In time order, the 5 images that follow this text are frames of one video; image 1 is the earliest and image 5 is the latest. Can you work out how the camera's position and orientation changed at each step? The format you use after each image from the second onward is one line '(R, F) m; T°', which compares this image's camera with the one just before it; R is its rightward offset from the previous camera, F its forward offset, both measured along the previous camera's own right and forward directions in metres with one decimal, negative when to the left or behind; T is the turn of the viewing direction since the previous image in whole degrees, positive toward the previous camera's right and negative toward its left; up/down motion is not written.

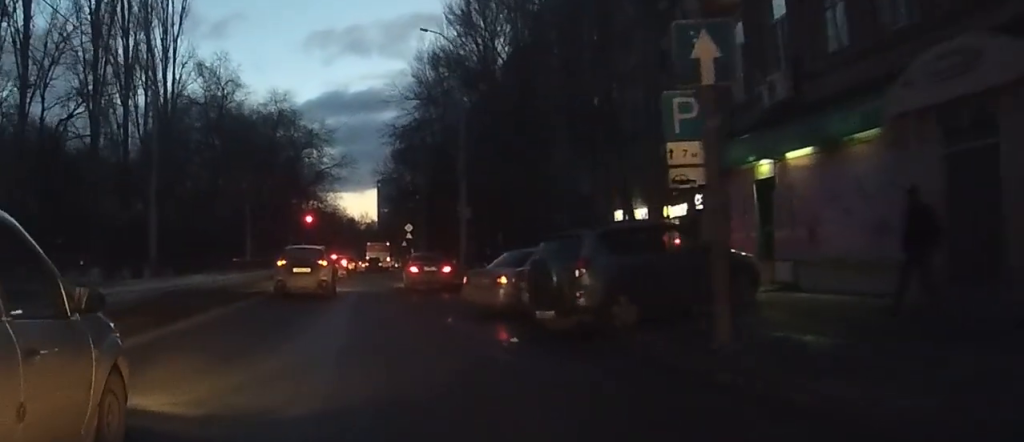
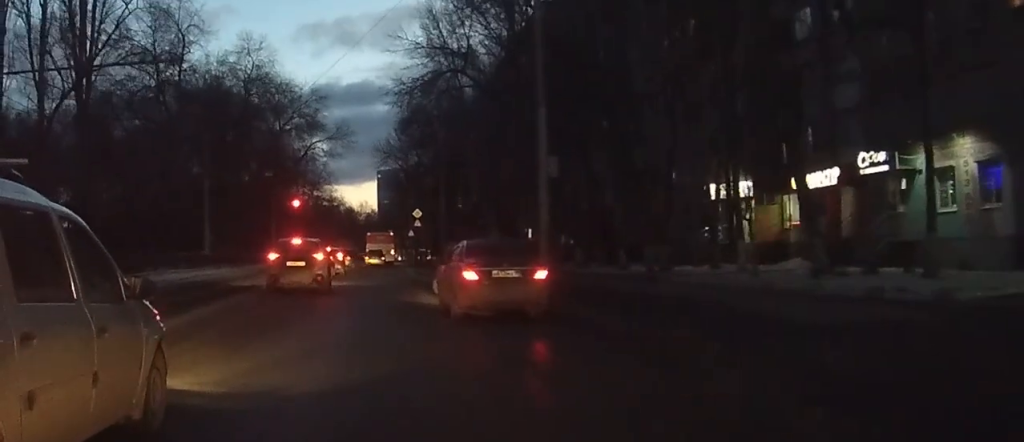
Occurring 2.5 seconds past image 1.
(0.0, +17.1) m; 0°
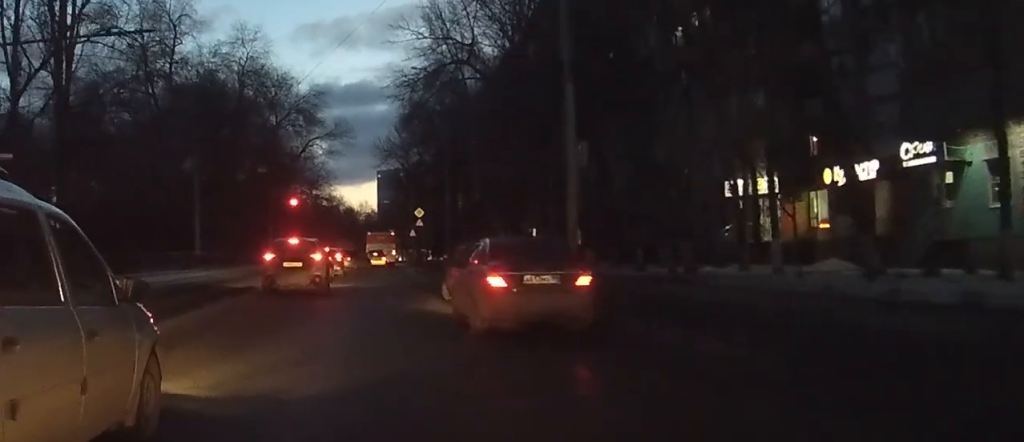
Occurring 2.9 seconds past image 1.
(0.0, +2.8) m; 0°
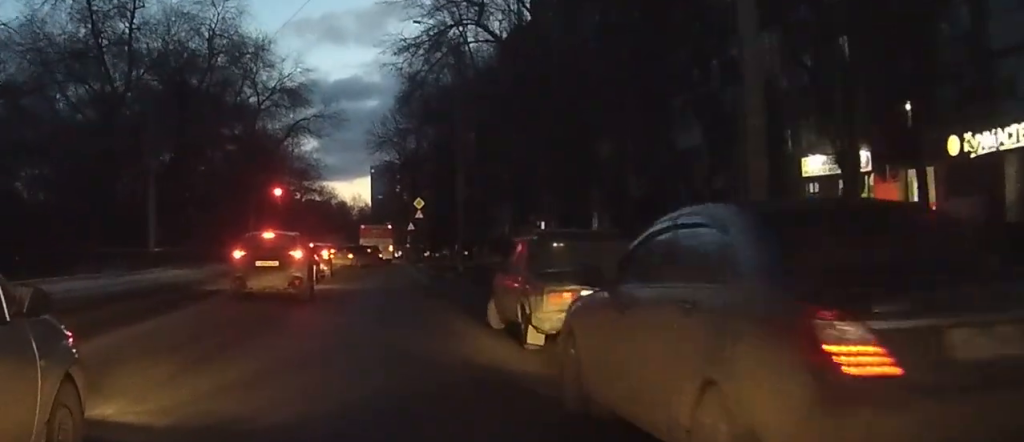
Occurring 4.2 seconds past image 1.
(0.0, +9.1) m; 0°
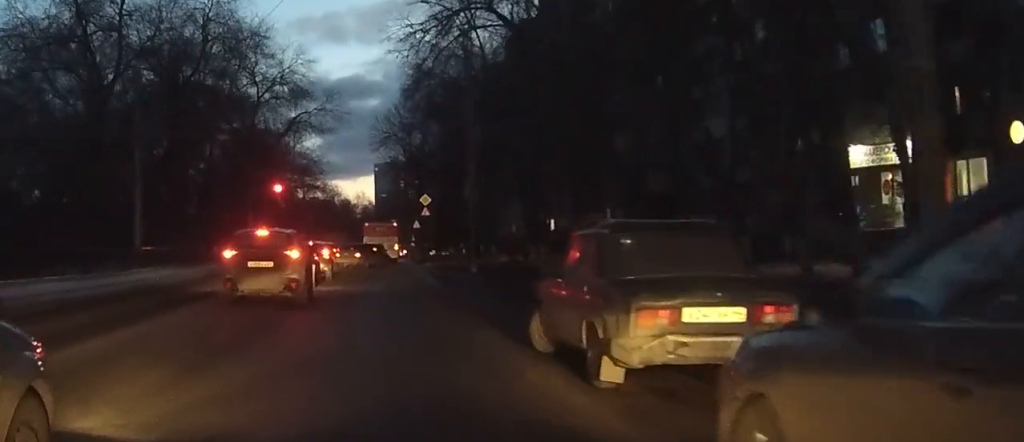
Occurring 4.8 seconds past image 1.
(0.0, +3.4) m; +1°
